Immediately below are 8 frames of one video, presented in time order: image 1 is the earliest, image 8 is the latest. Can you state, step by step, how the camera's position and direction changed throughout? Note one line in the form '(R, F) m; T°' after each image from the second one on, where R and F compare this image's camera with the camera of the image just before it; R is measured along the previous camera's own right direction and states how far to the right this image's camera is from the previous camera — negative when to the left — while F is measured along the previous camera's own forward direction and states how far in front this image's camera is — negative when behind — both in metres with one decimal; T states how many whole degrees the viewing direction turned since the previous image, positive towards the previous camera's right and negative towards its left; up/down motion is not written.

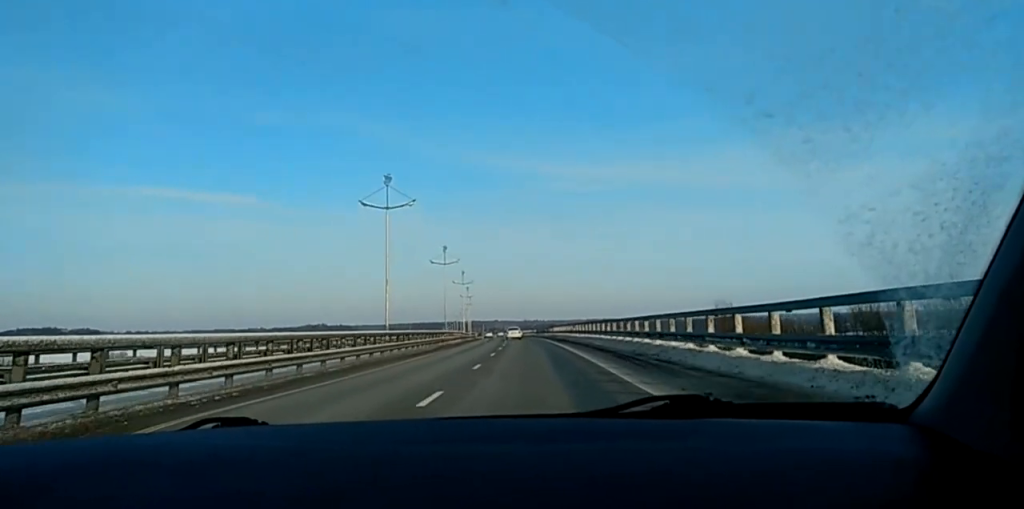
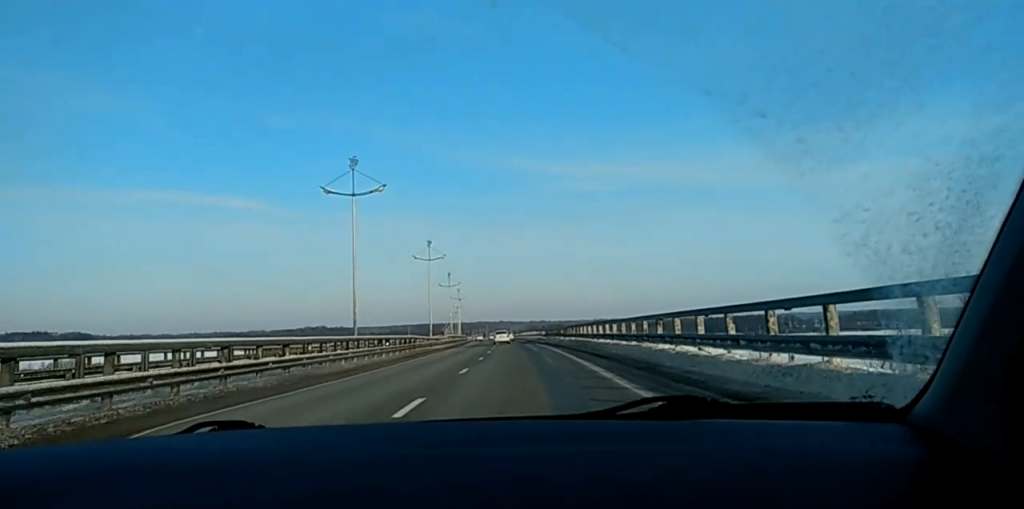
(-1.0, +50.6) m; -2°
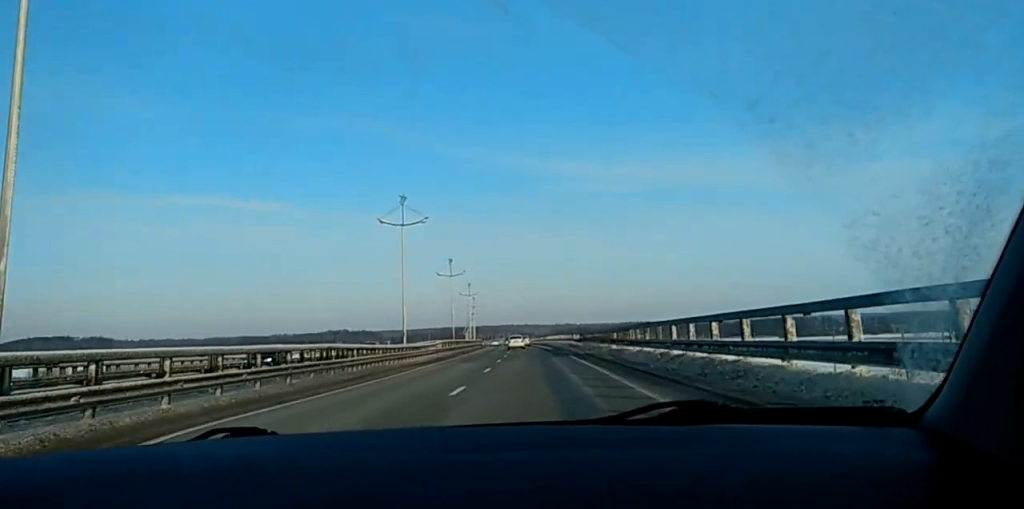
(-0.1, +30.7) m; 0°
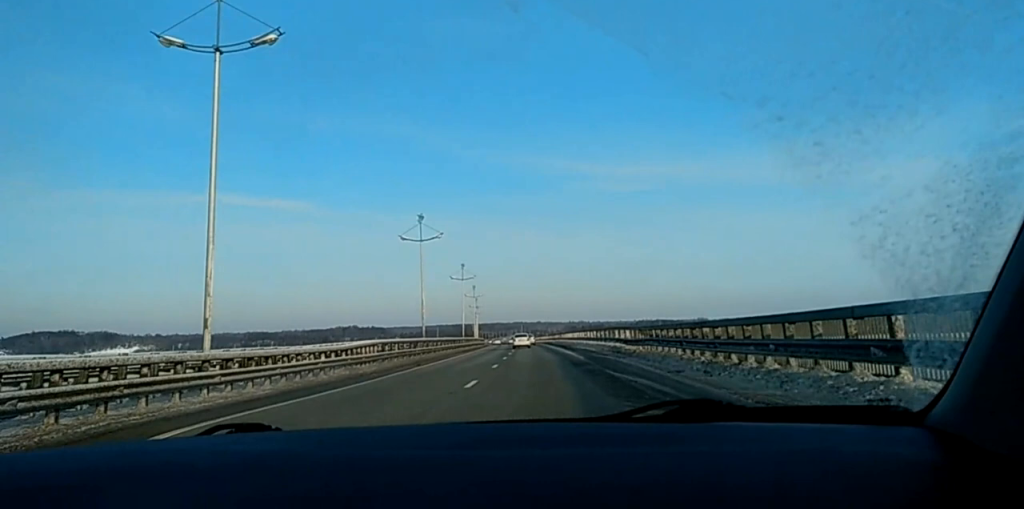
(-0.2, +34.8) m; -1°
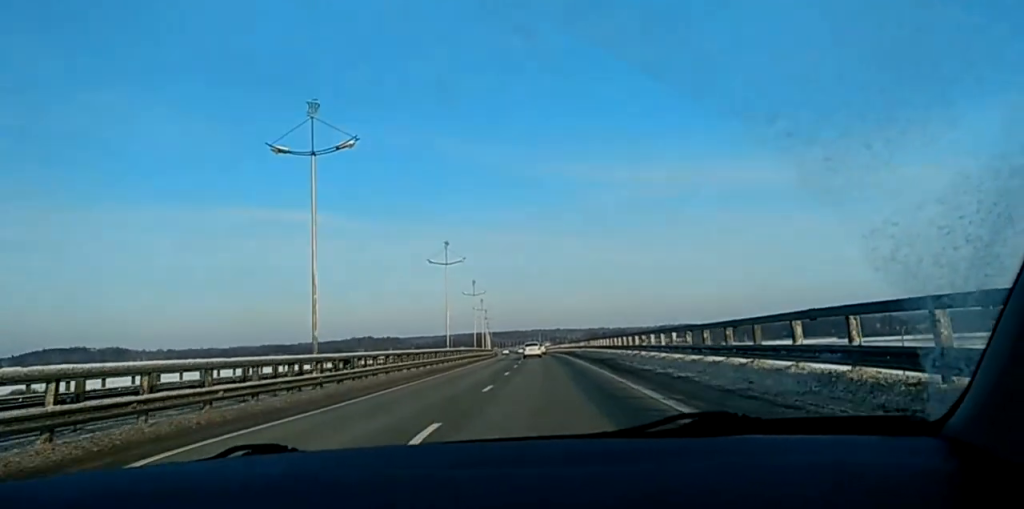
(-0.6, +33.6) m; -2°
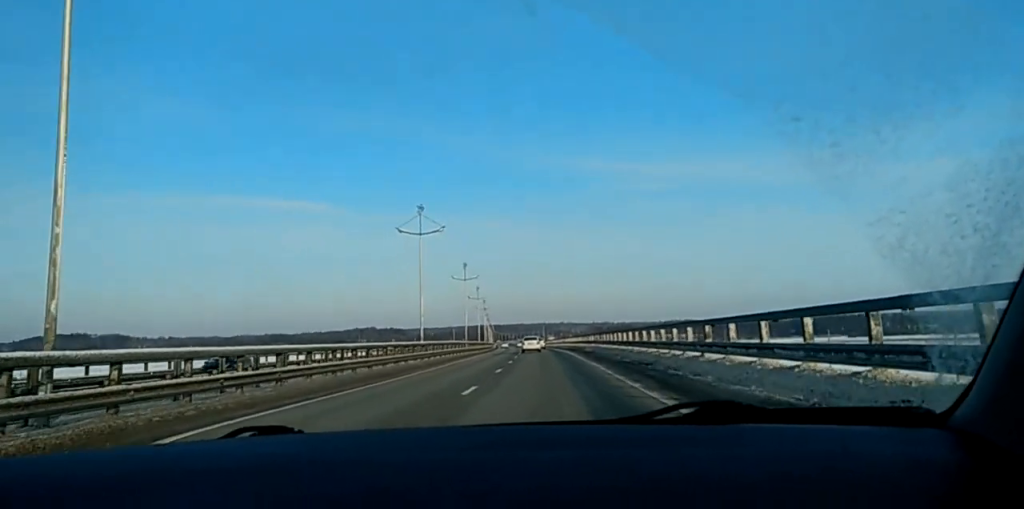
(-0.2, +15.7) m; 0°
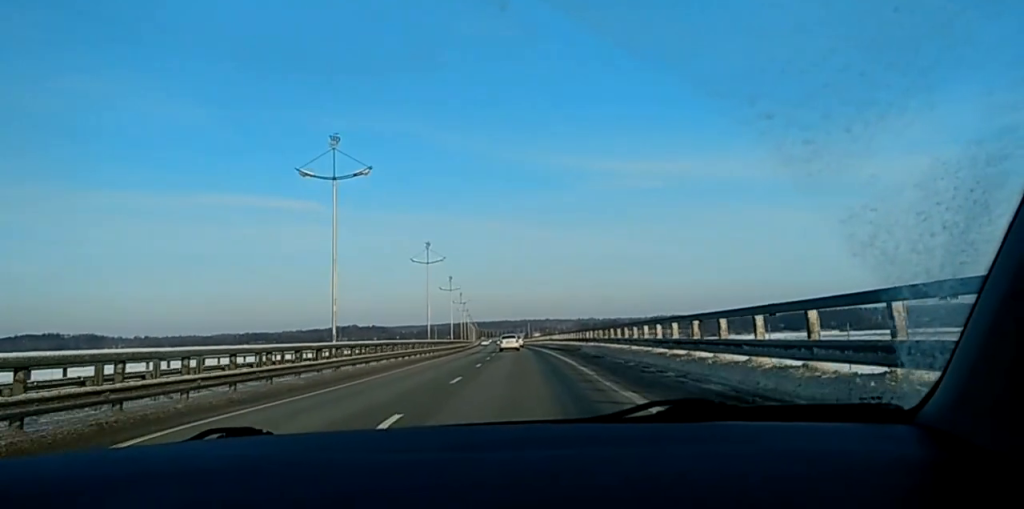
(0.0, +20.3) m; 0°
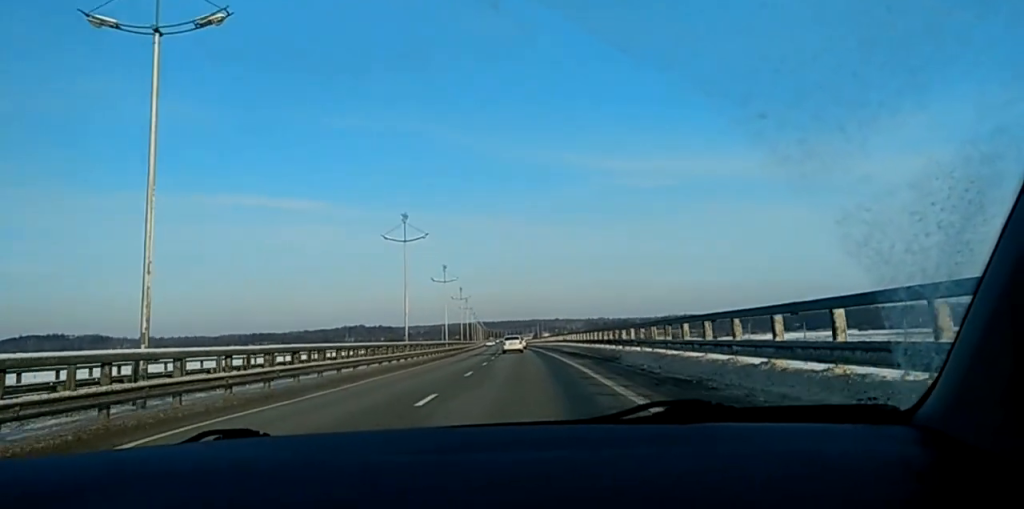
(+0.1, +19.2) m; 0°
